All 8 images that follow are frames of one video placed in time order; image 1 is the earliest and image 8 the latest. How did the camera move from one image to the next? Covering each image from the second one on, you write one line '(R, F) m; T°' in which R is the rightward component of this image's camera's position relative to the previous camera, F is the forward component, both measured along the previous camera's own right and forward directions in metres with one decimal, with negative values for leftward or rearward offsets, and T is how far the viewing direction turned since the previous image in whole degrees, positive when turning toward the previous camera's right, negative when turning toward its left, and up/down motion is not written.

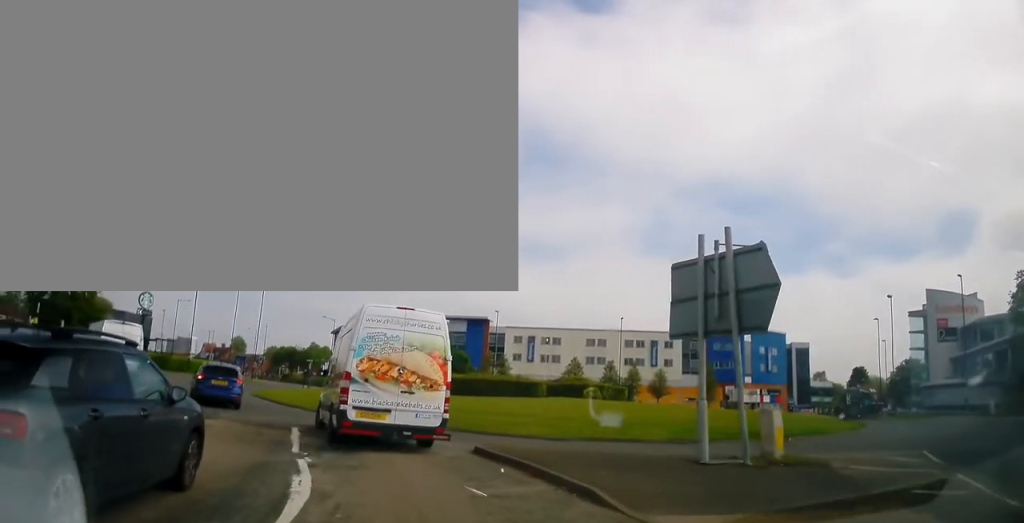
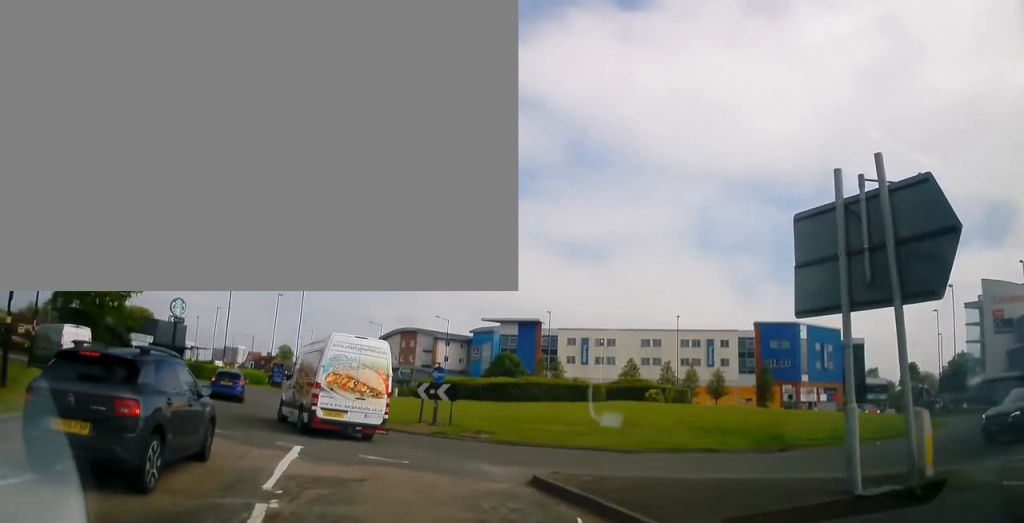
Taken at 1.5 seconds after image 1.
(-0.2, +4.0) m; -2°
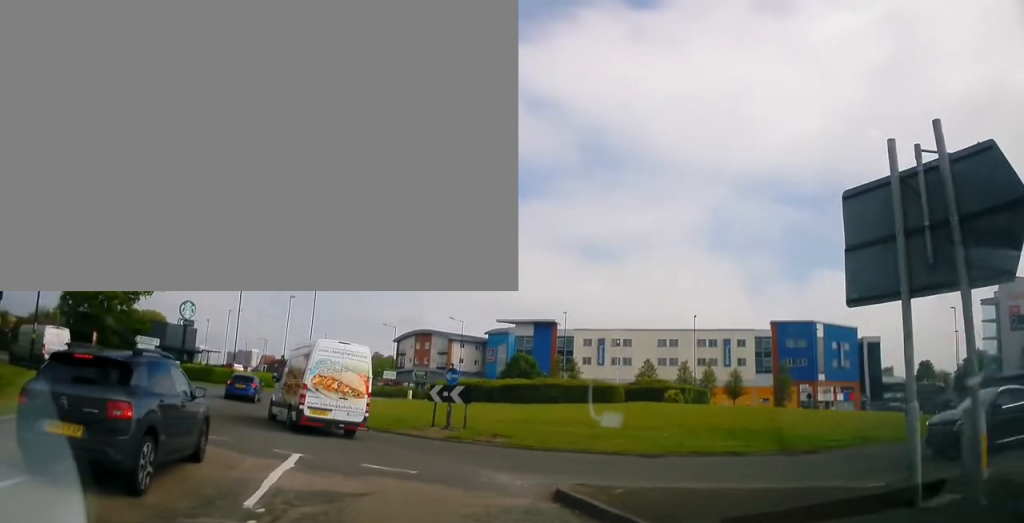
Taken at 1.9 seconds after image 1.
(0.0, +1.2) m; +2°
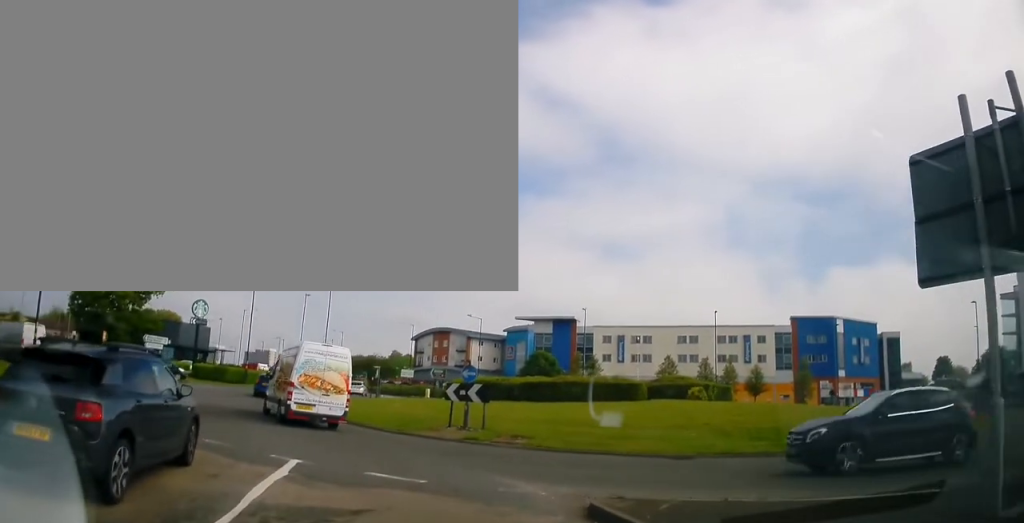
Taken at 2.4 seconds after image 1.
(0.0, +1.2) m; +4°
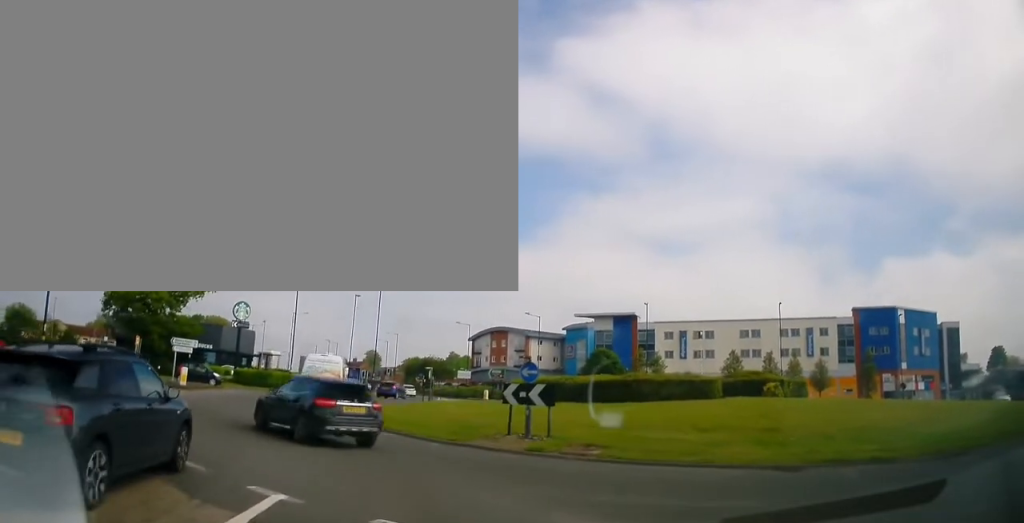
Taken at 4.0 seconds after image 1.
(+0.2, +2.9) m; +3°
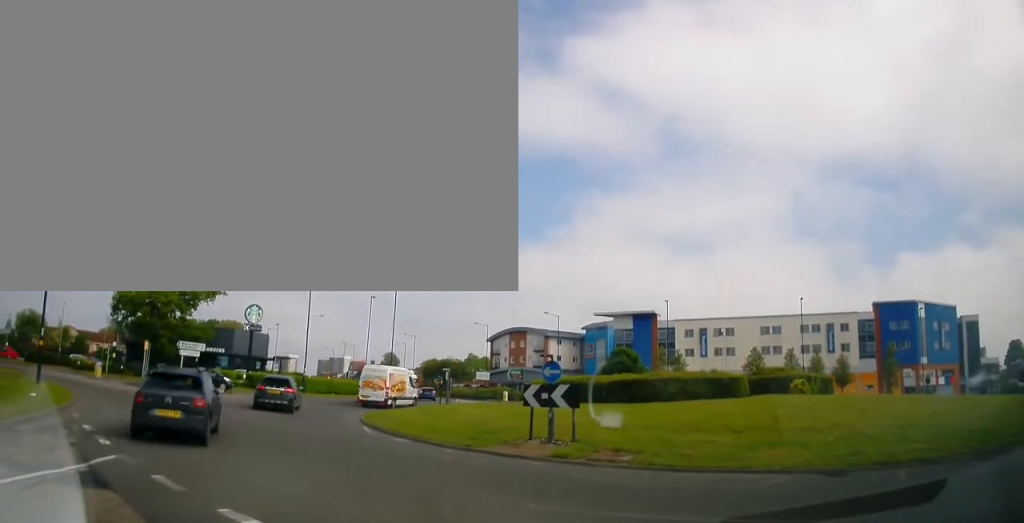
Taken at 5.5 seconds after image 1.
(-0.3, +1.8) m; 0°
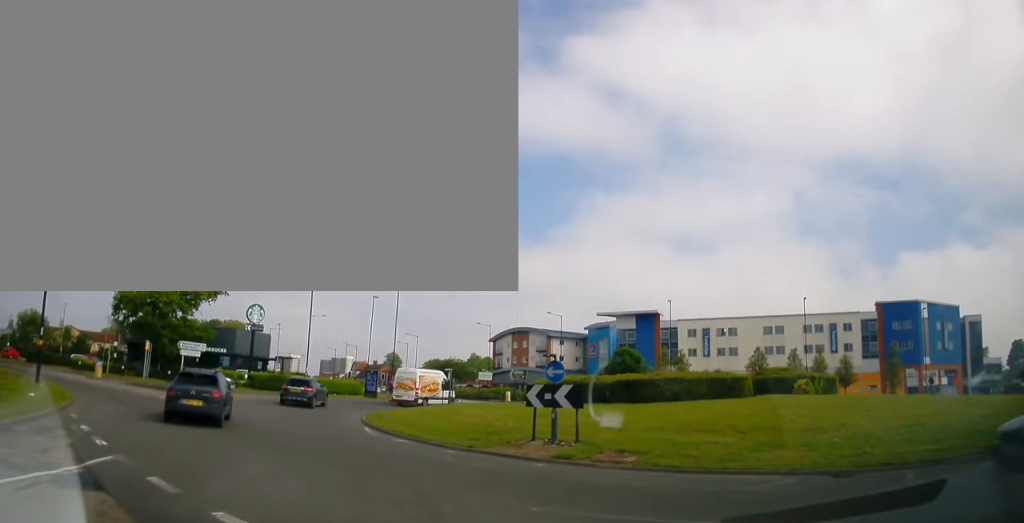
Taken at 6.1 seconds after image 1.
(-0.1, +0.3) m; 0°
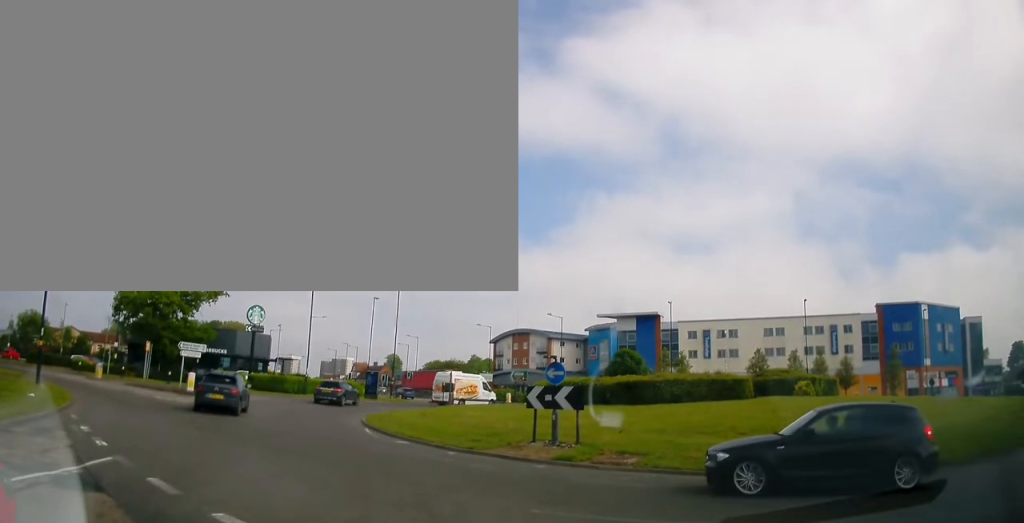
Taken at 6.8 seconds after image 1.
(-0.1, +0.2) m; 0°
